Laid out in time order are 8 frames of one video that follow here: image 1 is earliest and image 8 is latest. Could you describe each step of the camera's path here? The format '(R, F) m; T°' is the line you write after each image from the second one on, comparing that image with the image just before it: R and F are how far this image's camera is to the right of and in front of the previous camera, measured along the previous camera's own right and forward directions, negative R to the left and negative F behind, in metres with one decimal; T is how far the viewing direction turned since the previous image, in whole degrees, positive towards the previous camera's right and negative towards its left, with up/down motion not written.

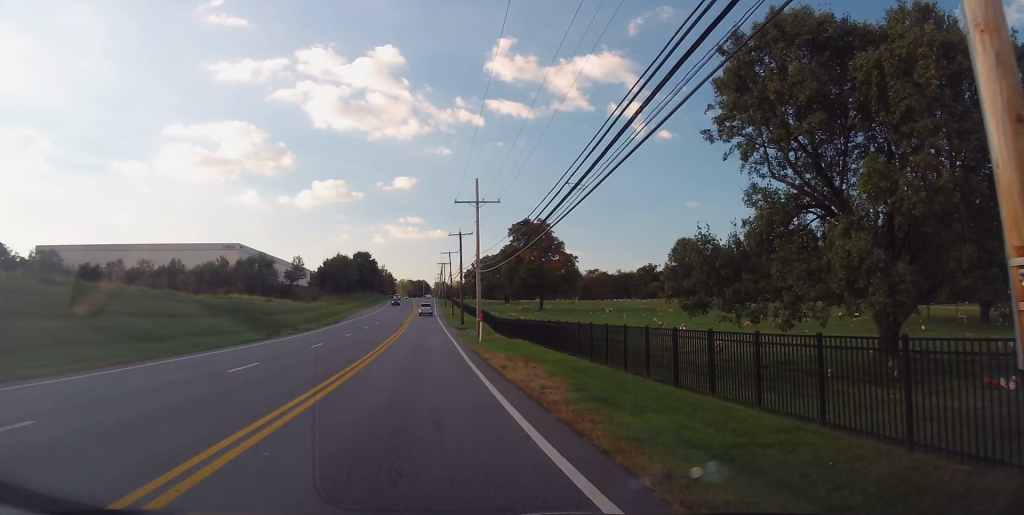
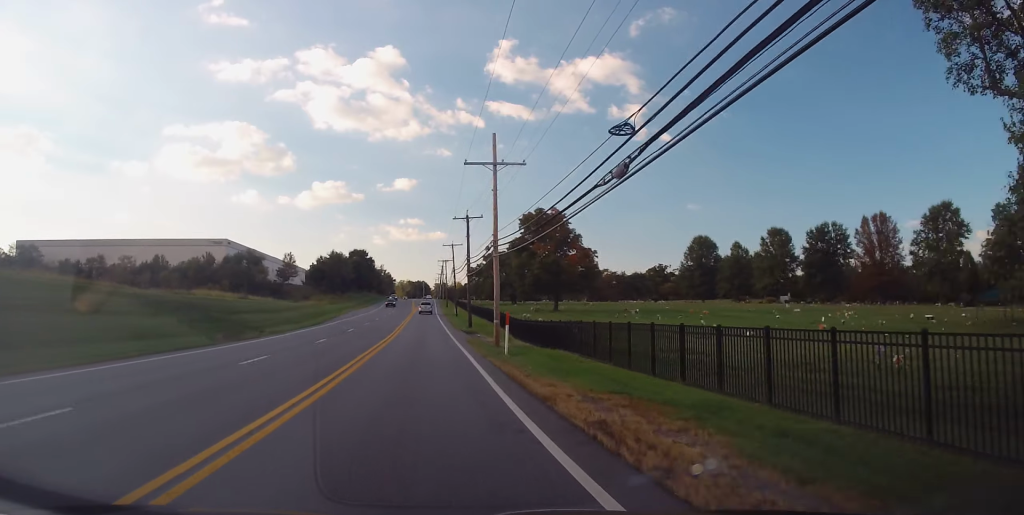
(-0.1, +11.3) m; 0°
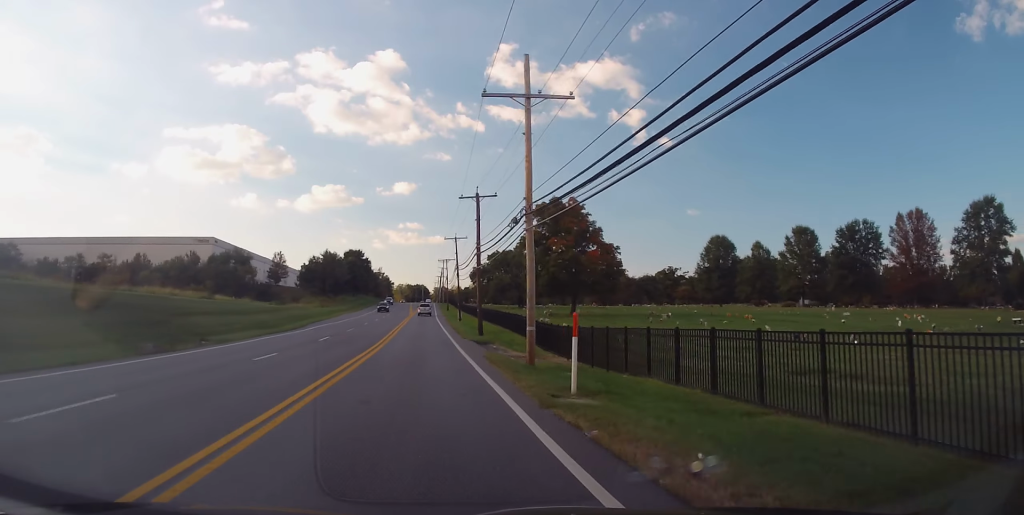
(+0.2, +10.7) m; 0°
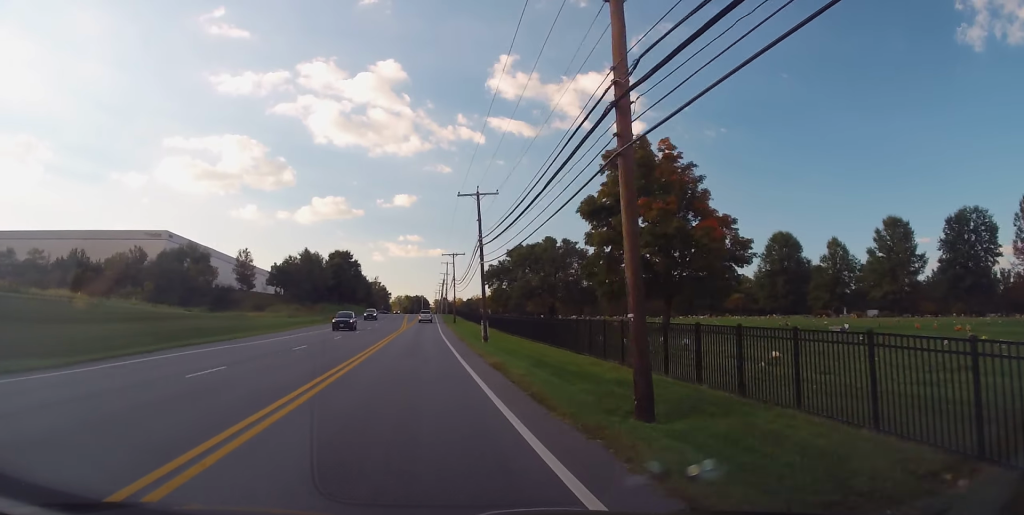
(+0.2, +29.8) m; 0°
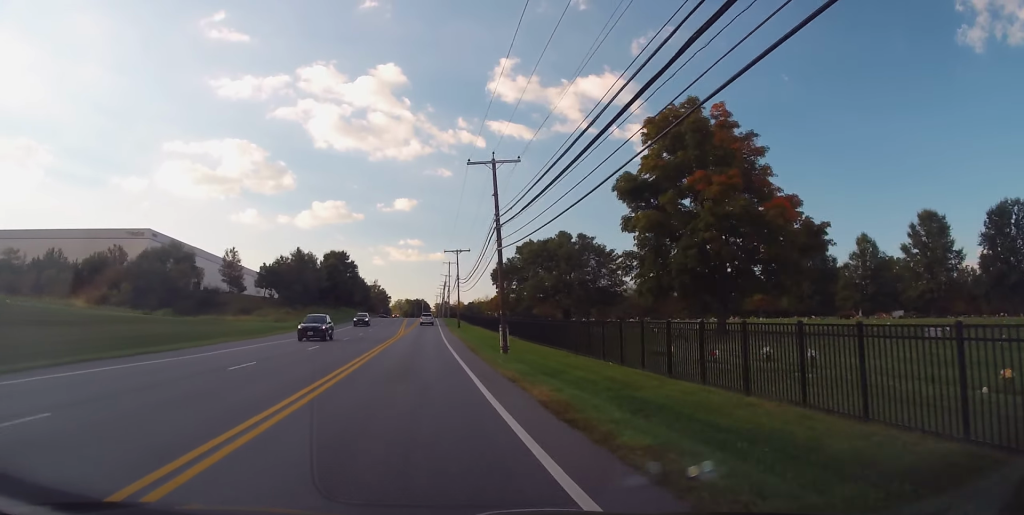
(-0.1, +8.9) m; 0°
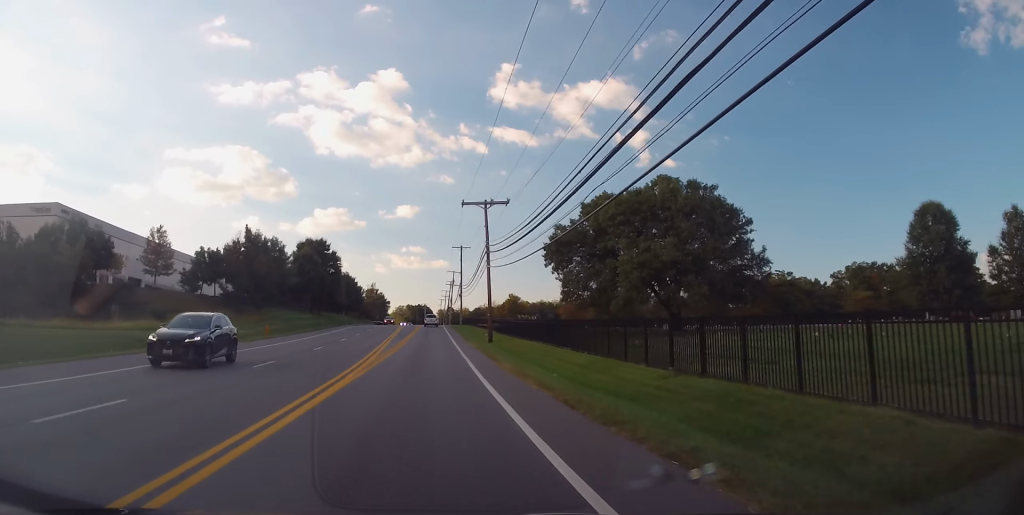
(+0.1, +34.1) m; +1°
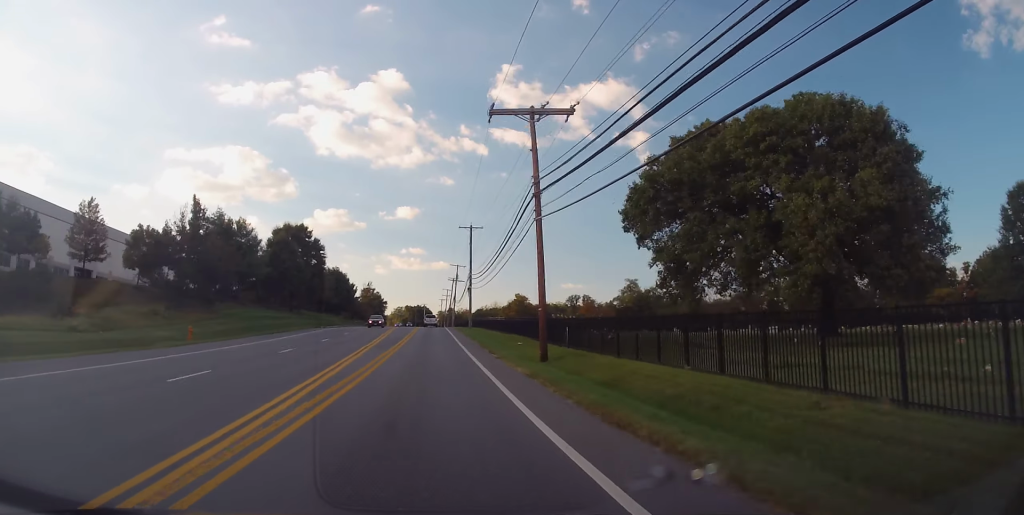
(0.0, +18.7) m; -1°
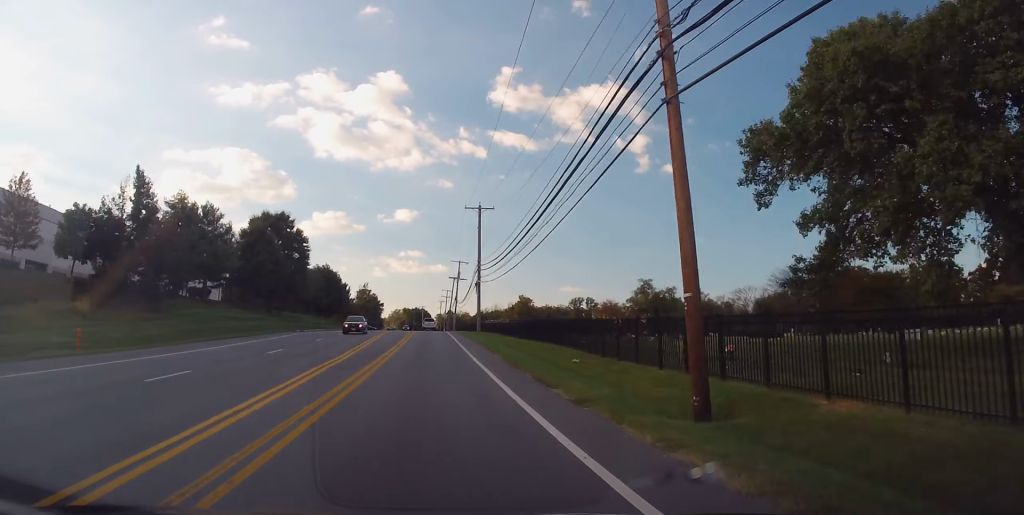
(-0.1, +12.7) m; 0°
